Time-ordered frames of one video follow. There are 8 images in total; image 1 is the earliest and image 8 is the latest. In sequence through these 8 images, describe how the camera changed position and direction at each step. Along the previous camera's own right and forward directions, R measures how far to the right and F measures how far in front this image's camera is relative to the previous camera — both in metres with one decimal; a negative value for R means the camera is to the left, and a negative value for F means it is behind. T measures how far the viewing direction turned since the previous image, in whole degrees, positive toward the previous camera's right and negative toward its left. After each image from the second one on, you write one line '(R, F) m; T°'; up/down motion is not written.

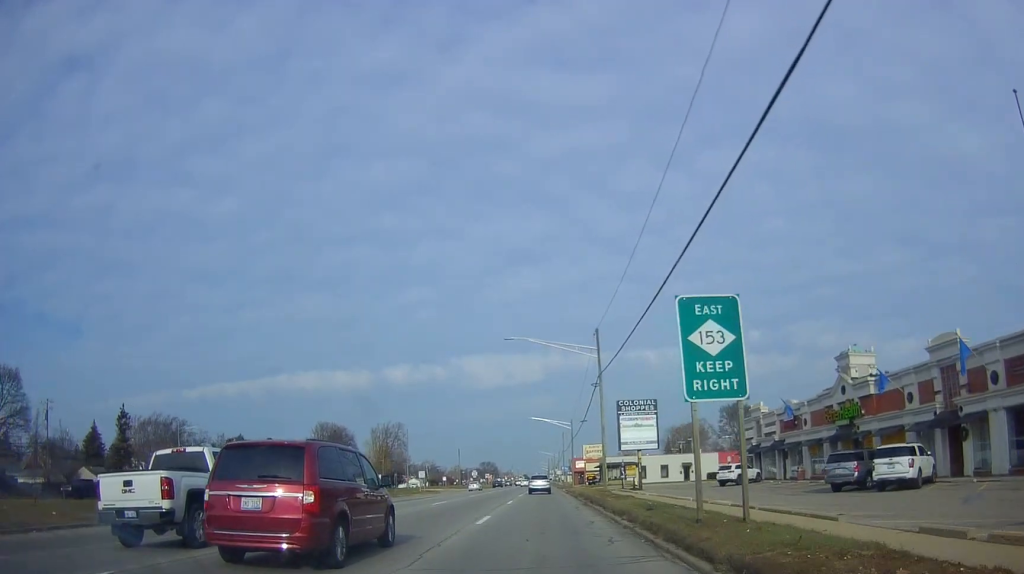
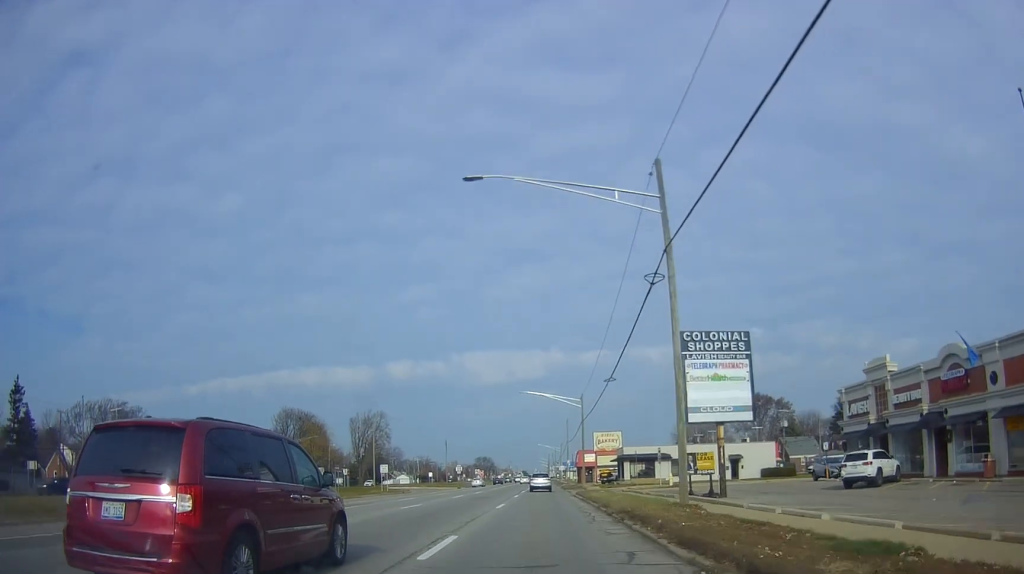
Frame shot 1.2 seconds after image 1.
(-0.2, +23.4) m; -1°
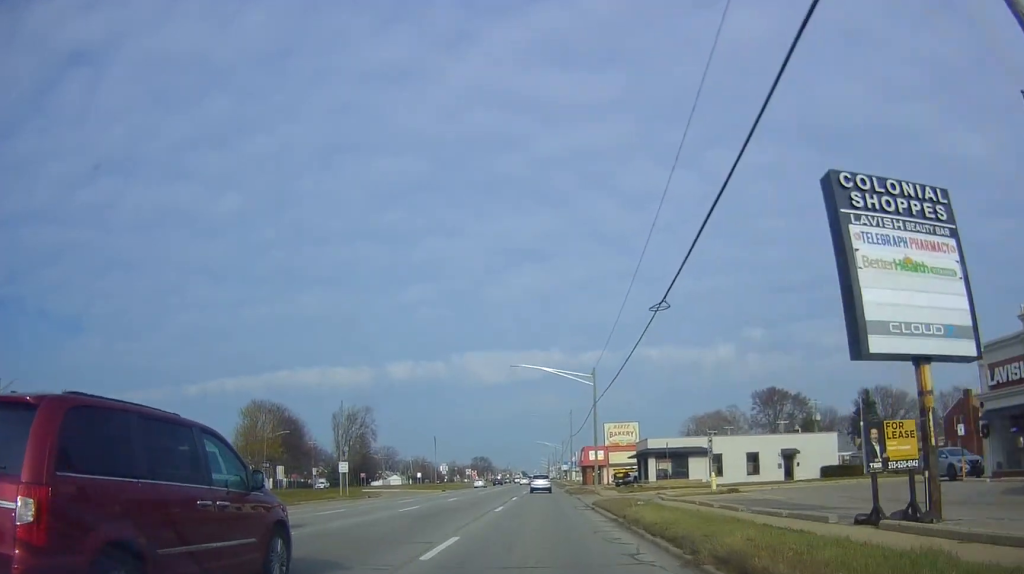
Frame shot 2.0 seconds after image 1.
(0.0, +15.7) m; +1°
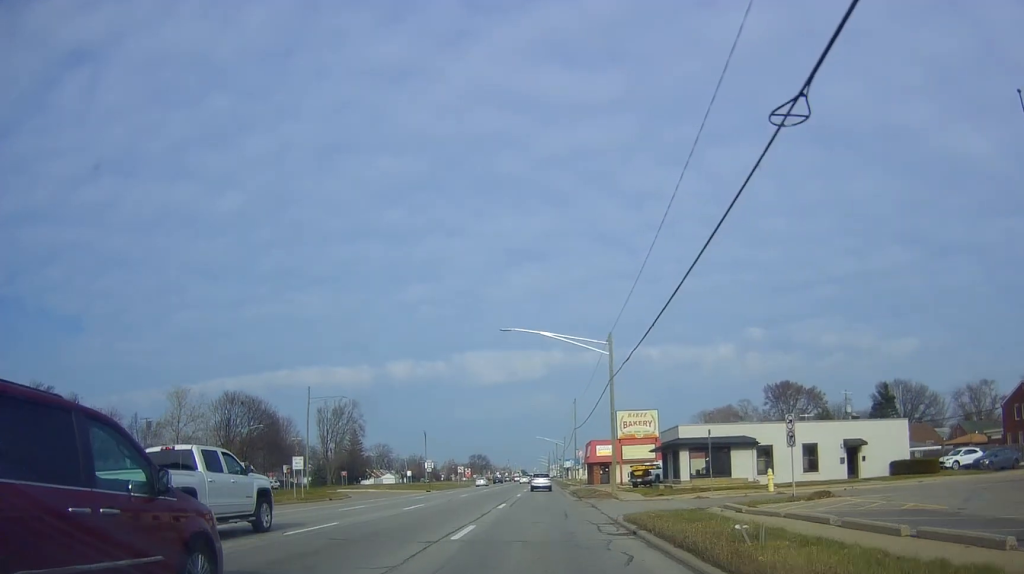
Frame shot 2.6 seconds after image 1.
(+0.1, +11.8) m; +1°
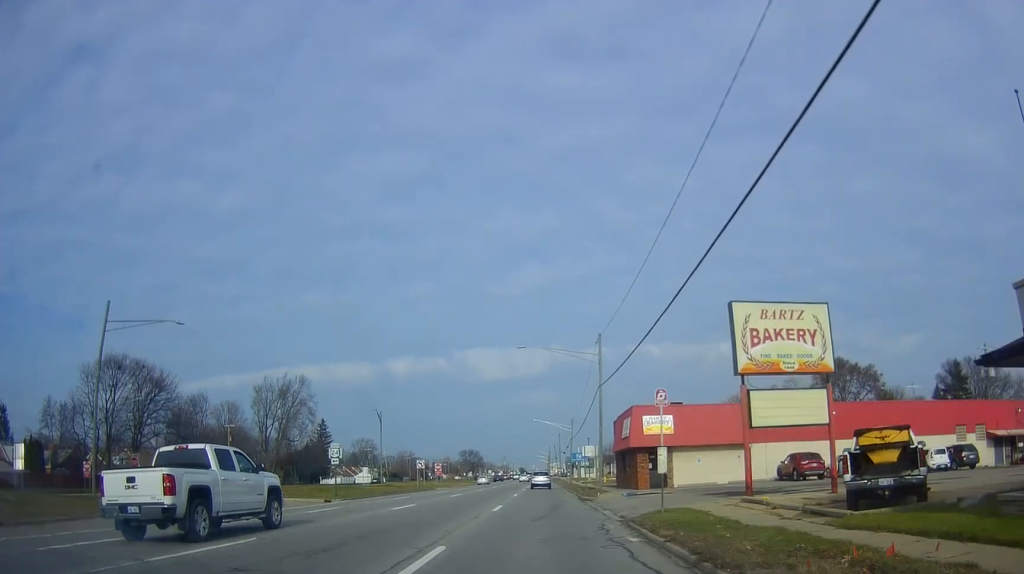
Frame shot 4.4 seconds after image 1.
(-0.7, +35.8) m; -1°
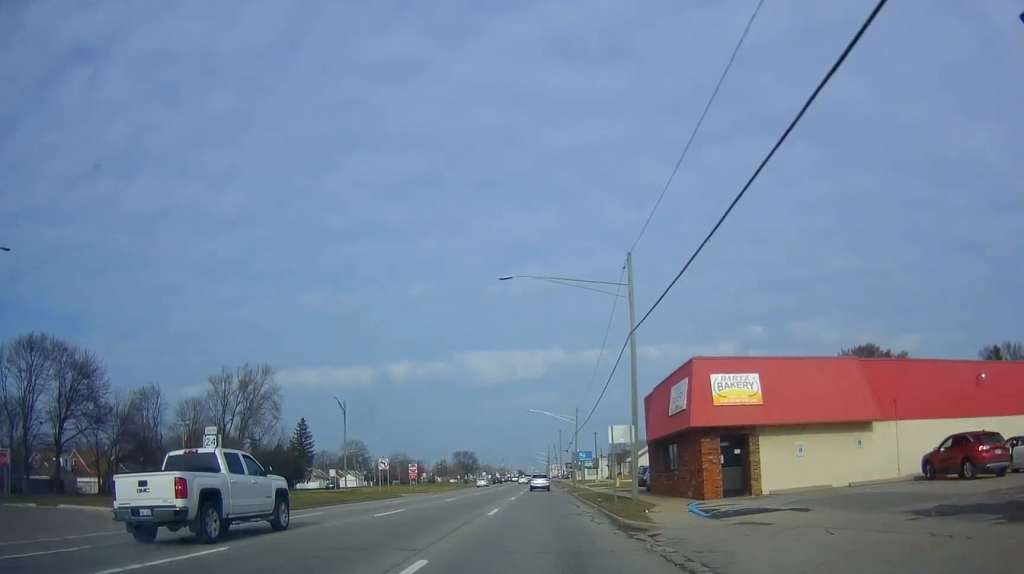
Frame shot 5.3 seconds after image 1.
(+0.6, +17.1) m; 0°
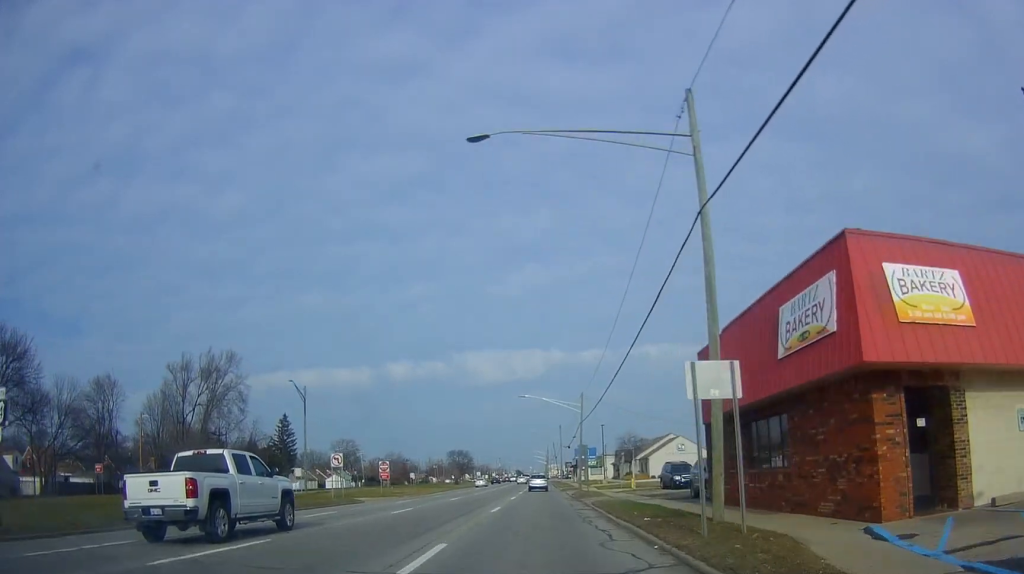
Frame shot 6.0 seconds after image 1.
(-0.2, +13.2) m; 0°
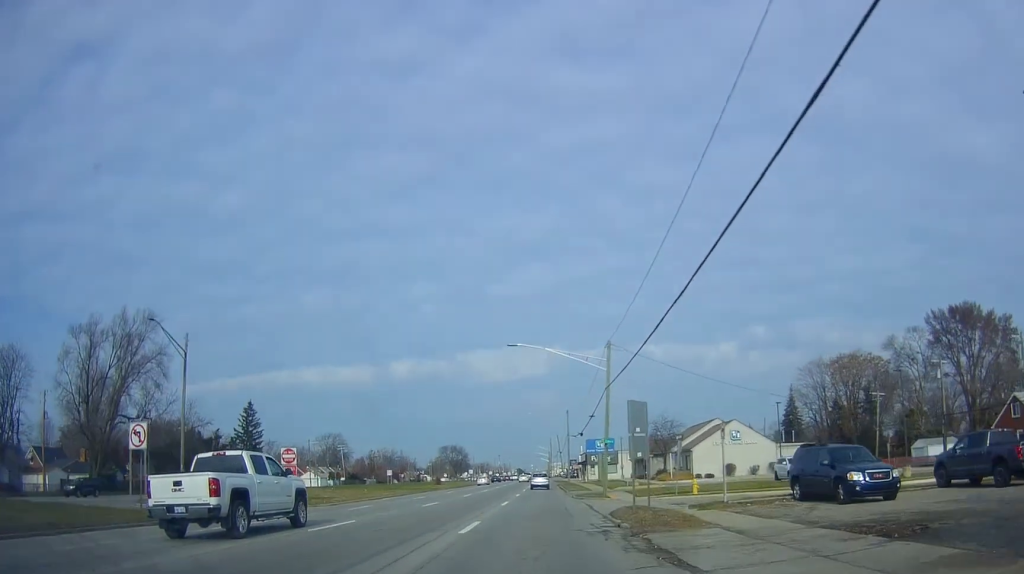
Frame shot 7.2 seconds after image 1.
(+0.1, +24.4) m; +1°
